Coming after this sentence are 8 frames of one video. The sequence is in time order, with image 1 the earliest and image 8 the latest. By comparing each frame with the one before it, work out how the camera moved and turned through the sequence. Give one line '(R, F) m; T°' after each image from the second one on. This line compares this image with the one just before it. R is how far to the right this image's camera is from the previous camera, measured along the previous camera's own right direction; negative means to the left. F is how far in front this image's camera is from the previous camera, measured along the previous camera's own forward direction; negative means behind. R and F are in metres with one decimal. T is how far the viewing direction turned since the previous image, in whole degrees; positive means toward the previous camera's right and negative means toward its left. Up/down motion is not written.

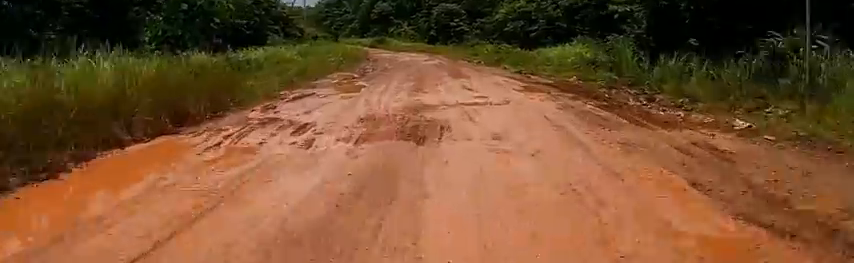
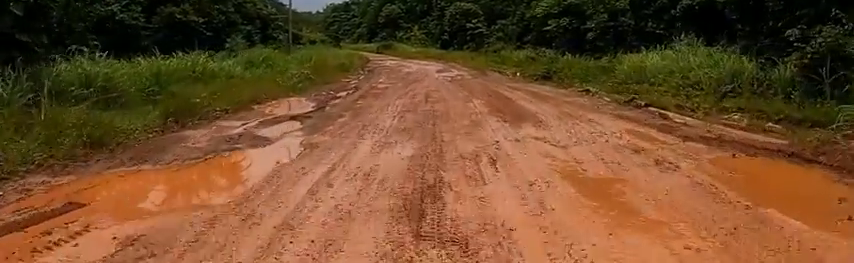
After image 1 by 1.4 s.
(-0.1, +8.7) m; +11°
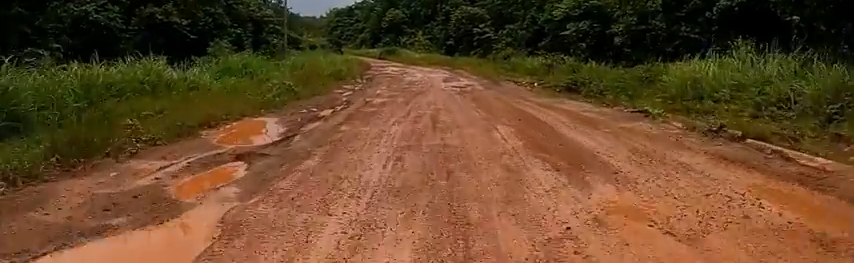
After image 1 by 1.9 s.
(+0.5, +2.6) m; +1°
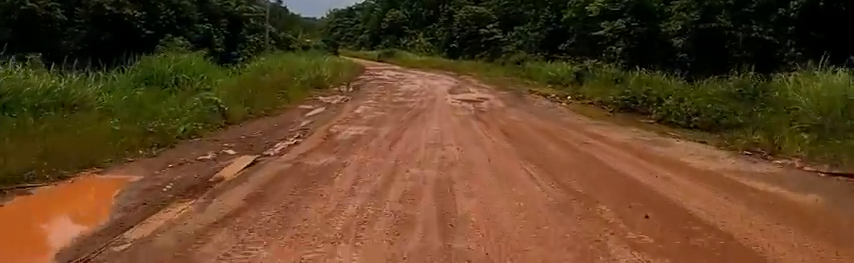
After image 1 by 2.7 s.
(+1.0, +4.8) m; -2°
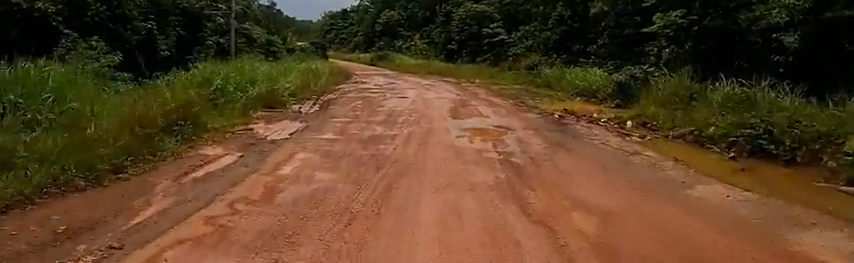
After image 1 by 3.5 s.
(-1.5, +4.8) m; -10°
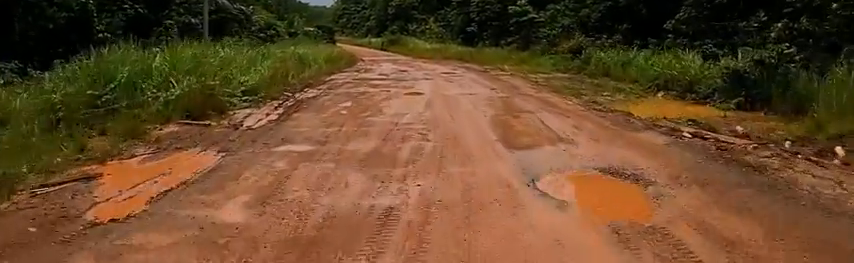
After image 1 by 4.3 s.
(+0.5, +4.6) m; +3°
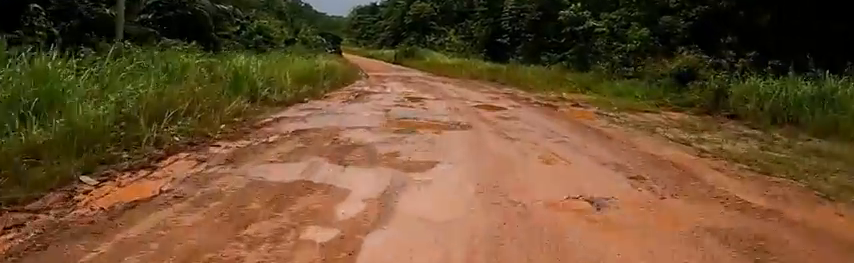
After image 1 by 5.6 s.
(-0.2, +6.8) m; -3°
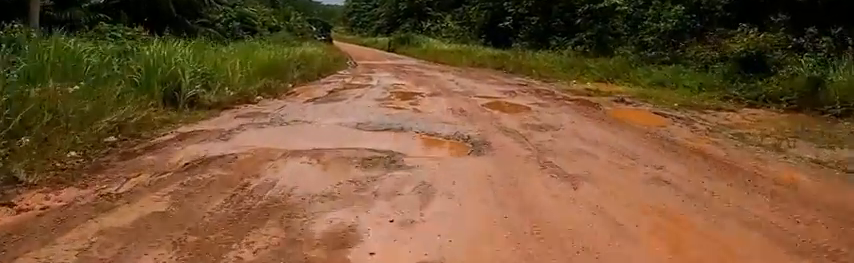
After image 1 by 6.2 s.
(0.0, +3.0) m; +3°
